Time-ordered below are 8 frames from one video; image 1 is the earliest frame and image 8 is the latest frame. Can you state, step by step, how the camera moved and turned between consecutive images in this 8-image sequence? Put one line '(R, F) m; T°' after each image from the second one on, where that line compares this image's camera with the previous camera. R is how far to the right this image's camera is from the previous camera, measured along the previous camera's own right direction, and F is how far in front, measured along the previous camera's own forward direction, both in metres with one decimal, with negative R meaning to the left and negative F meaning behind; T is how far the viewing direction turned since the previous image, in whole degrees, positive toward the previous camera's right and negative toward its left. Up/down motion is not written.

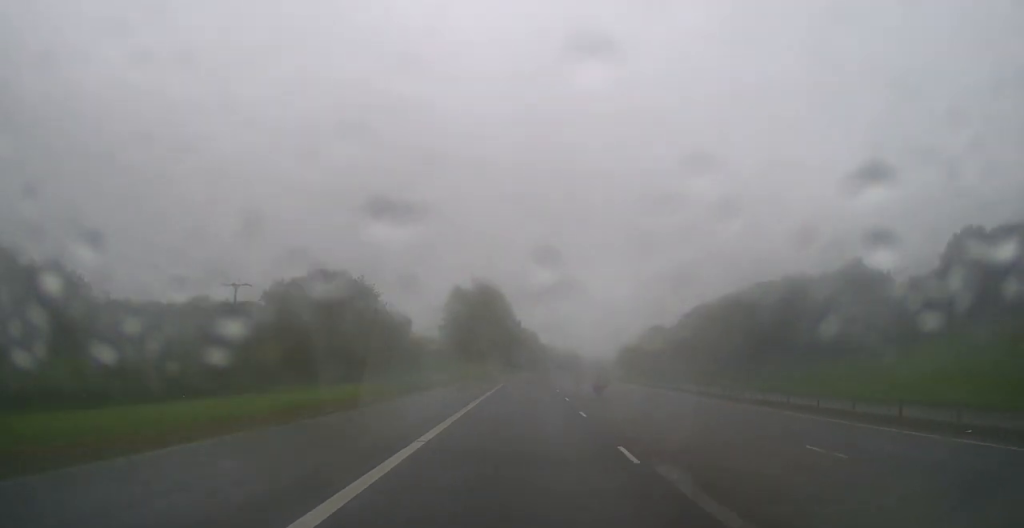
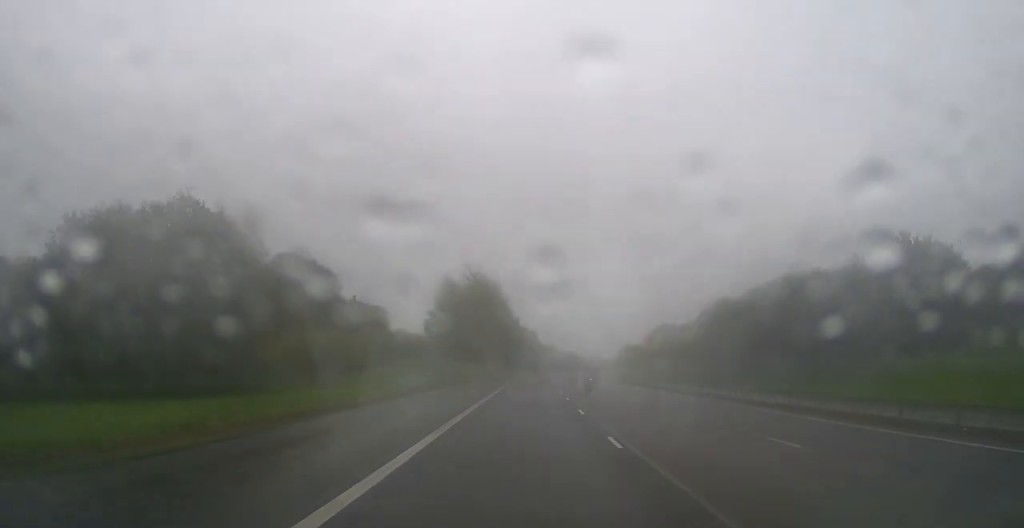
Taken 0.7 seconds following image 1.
(+0.1, +15.7) m; 0°
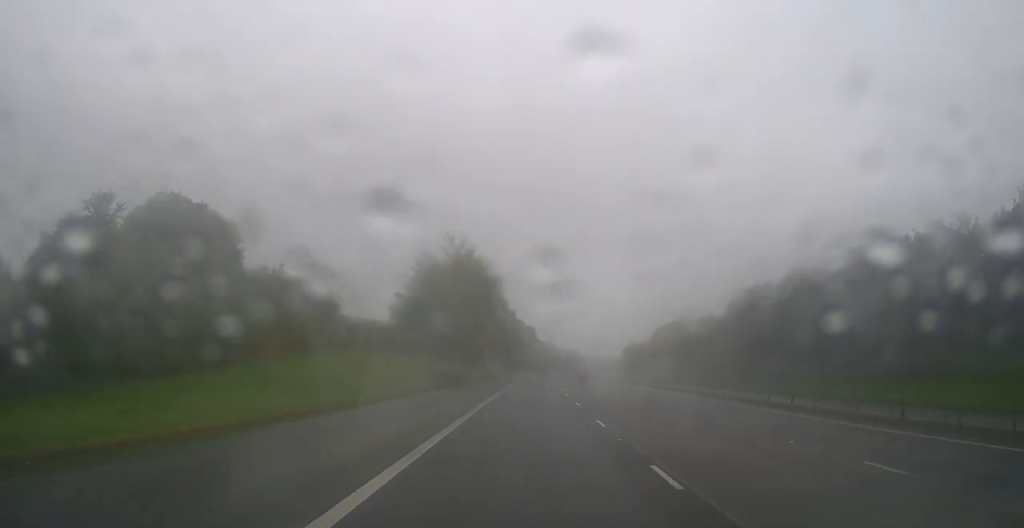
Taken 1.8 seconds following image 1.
(-0.1, +22.3) m; 0°
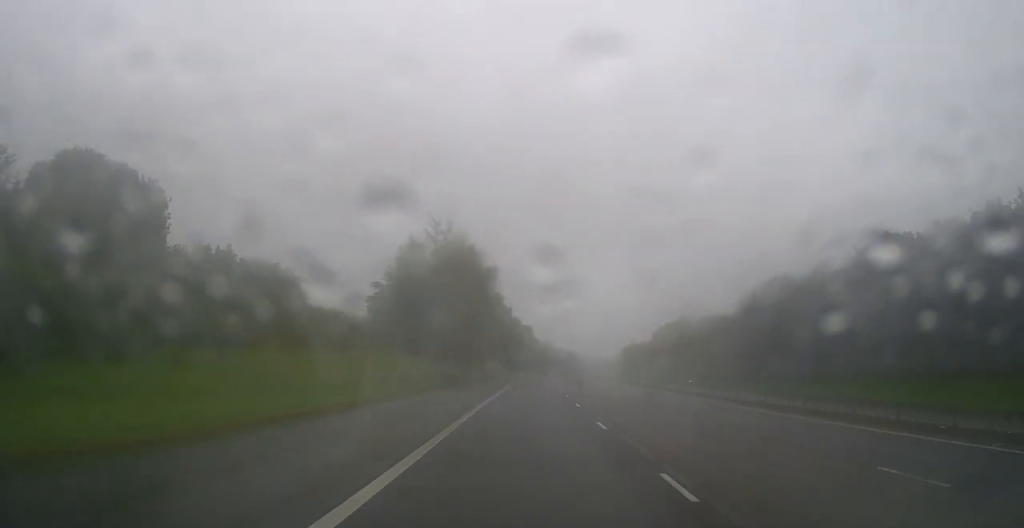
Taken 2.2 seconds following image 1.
(0.0, +9.4) m; 0°
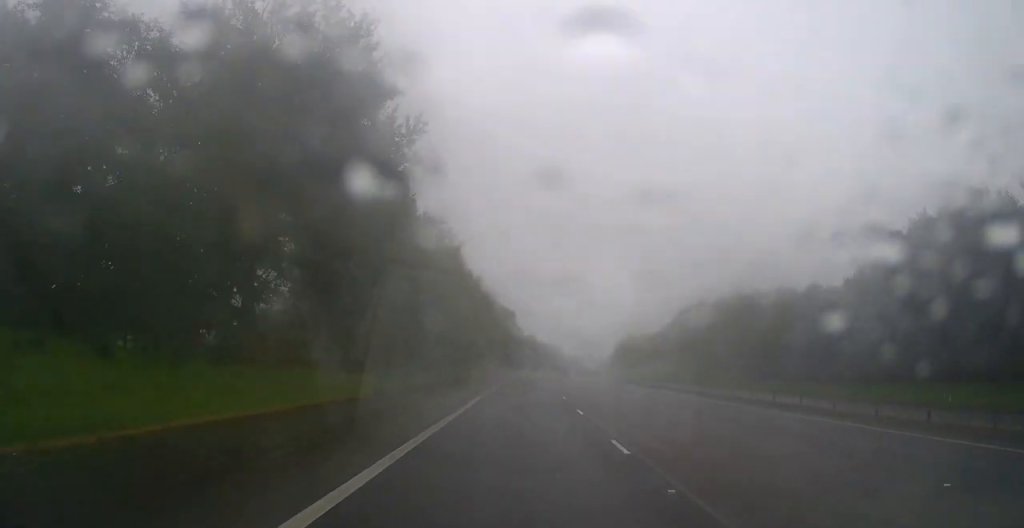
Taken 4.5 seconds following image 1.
(+0.7, +49.8) m; +1°
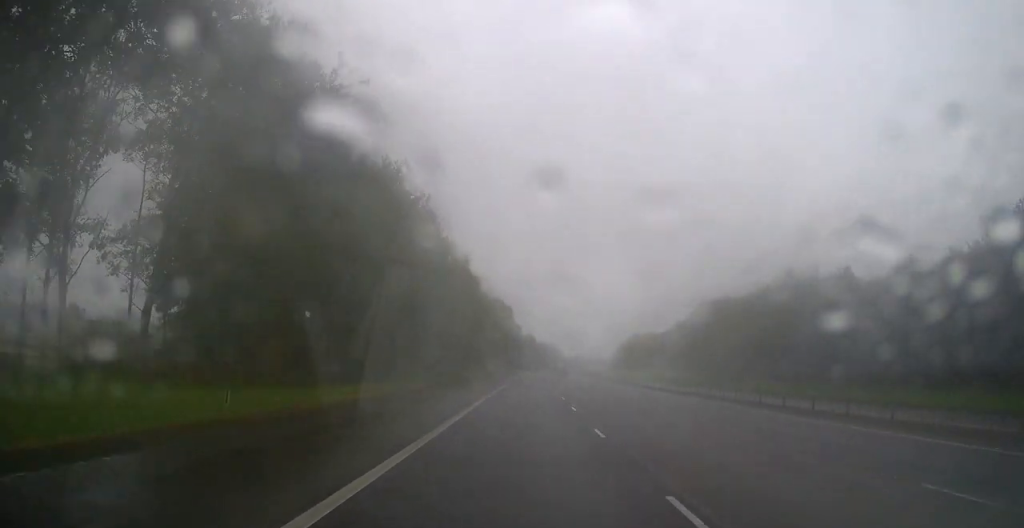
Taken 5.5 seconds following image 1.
(+0.1, +23.1) m; 0°
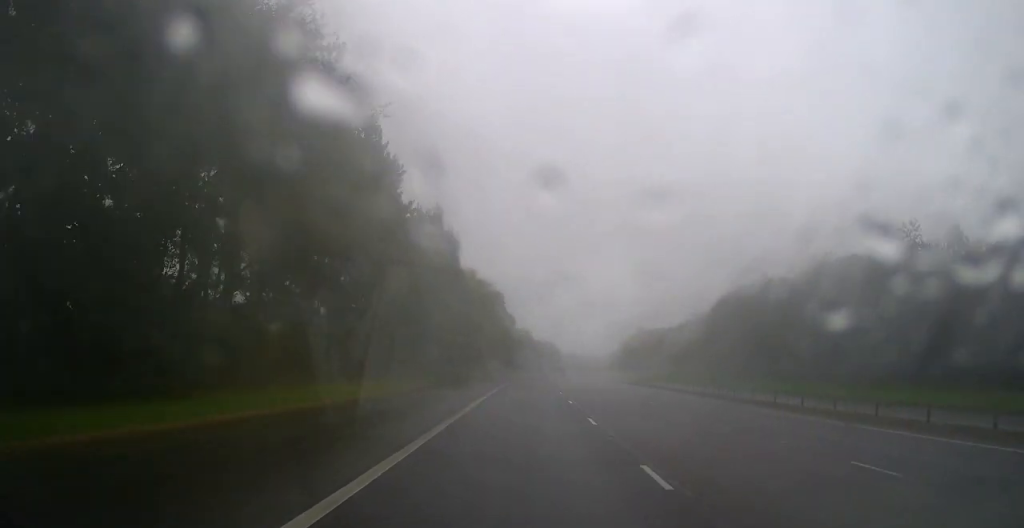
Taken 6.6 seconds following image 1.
(0.0, +24.2) m; 0°
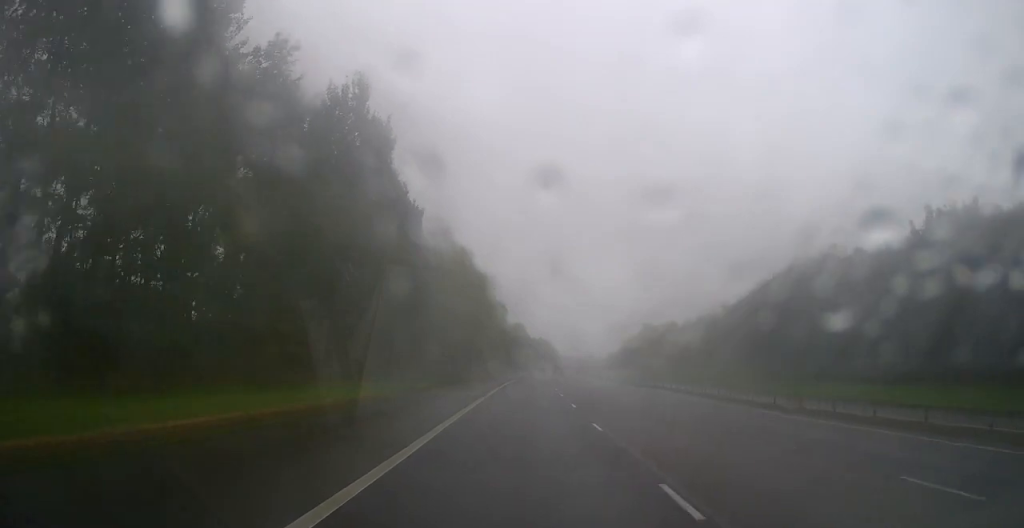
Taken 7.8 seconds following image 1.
(+0.2, +28.5) m; 0°
